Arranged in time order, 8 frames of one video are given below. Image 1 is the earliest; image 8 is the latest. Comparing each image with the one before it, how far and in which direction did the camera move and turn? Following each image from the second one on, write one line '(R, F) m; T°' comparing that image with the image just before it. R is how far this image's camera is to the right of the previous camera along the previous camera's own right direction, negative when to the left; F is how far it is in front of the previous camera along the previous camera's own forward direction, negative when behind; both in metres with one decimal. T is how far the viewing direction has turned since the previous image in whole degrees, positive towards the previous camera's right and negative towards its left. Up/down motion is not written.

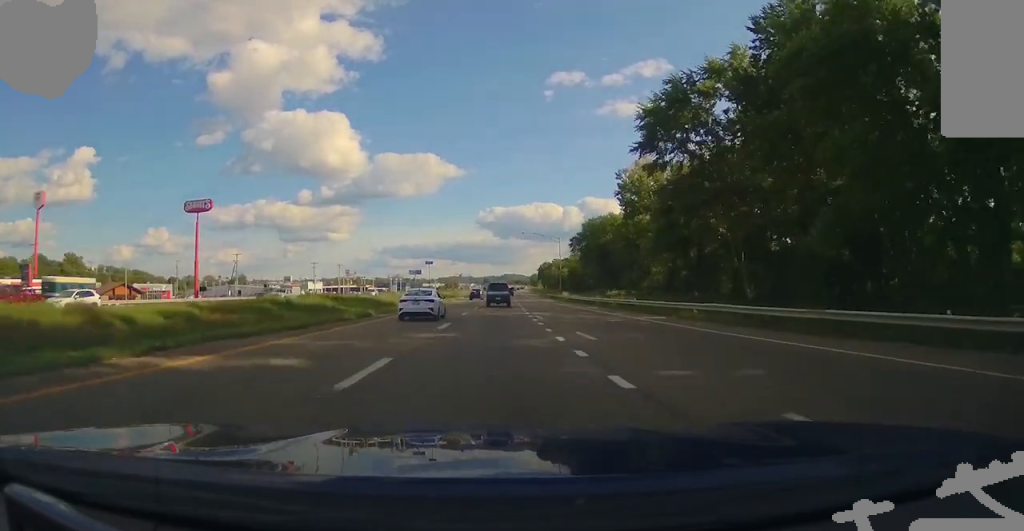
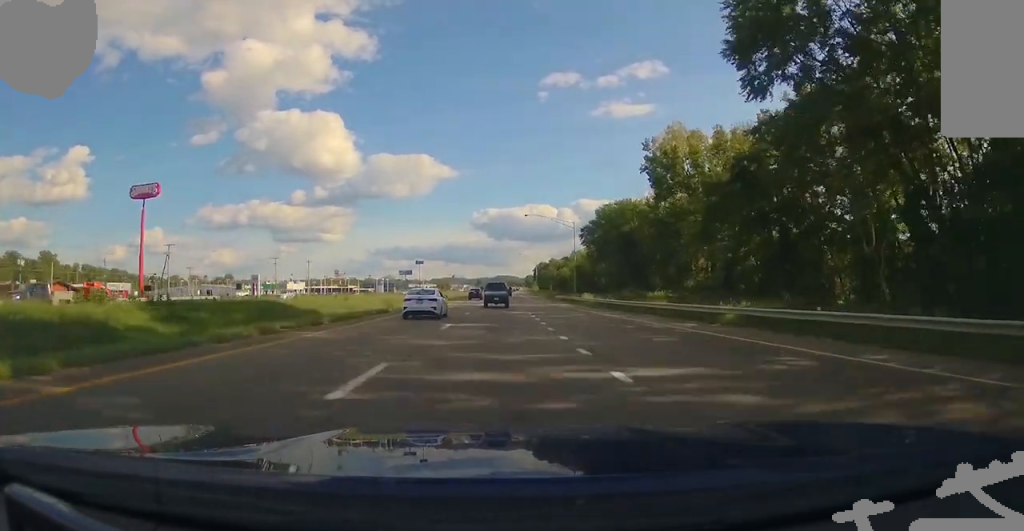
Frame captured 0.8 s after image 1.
(0.0, +25.1) m; 0°
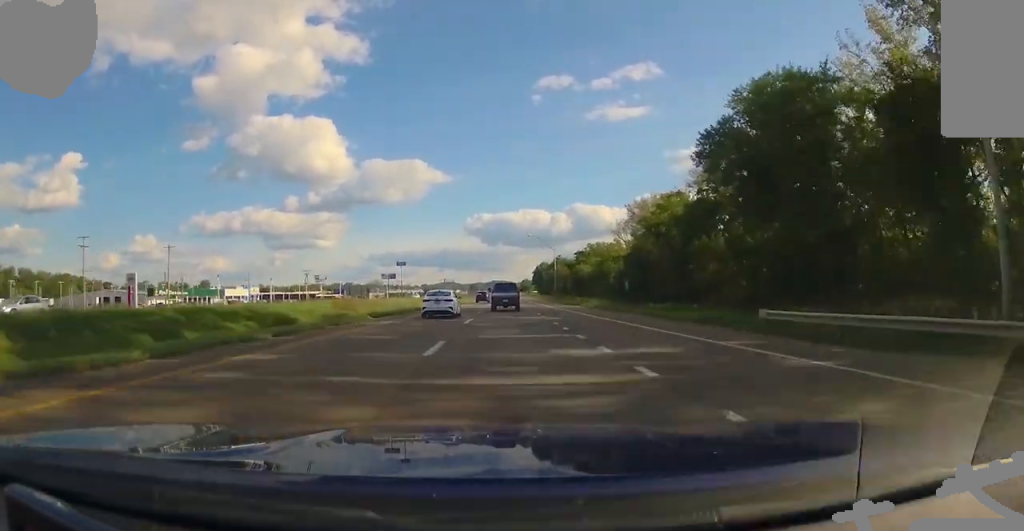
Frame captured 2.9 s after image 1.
(0.0, +68.8) m; 0°
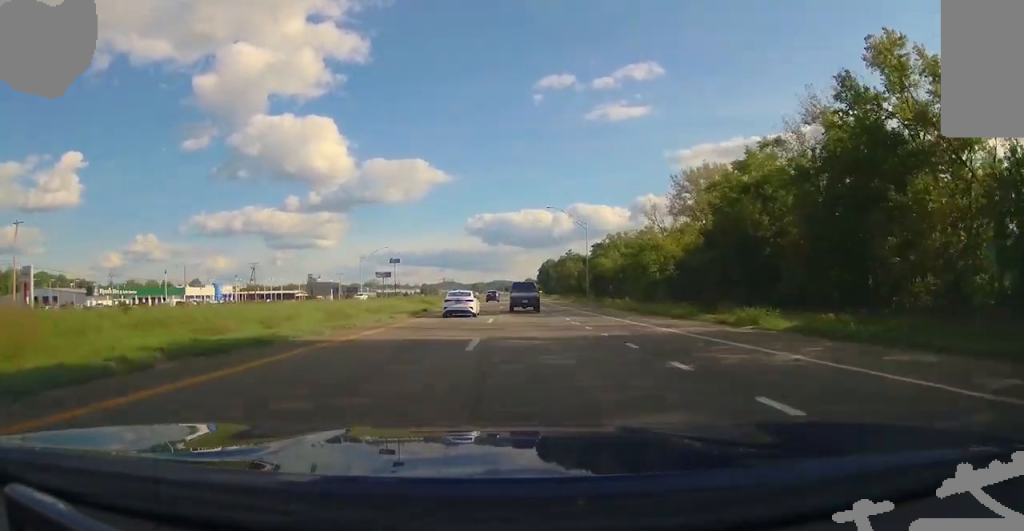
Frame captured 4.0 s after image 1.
(0.0, +35.8) m; 0°
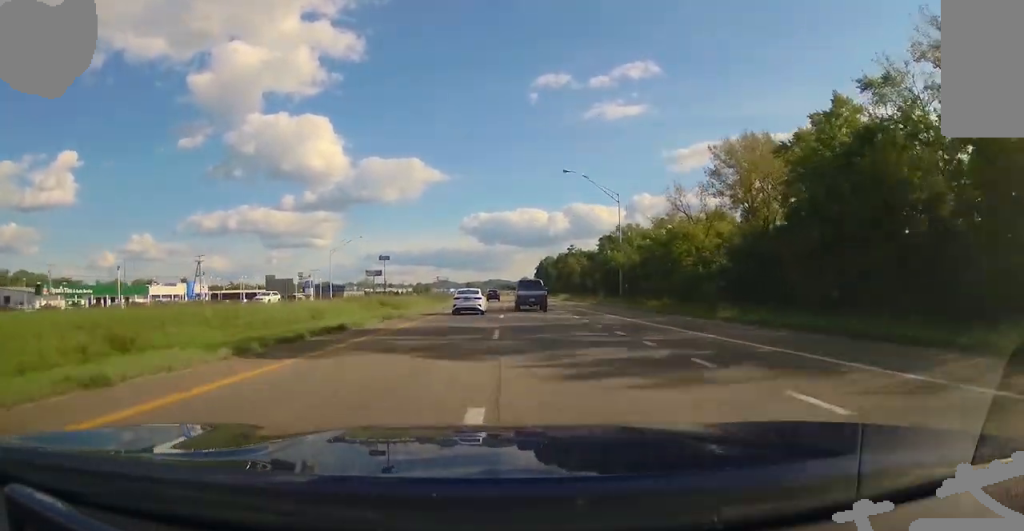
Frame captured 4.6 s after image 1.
(0.0, +21.6) m; 0°
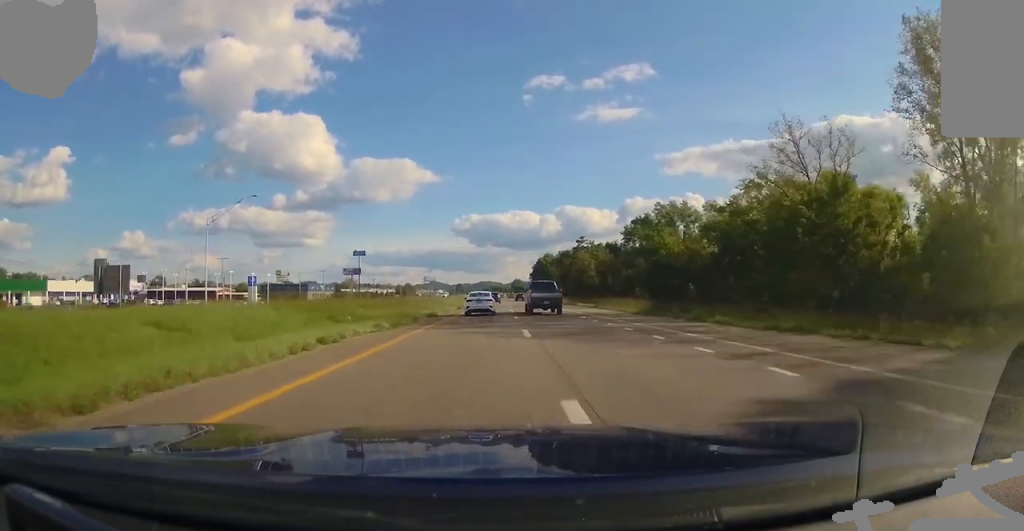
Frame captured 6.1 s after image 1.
(0.0, +48.5) m; +1°
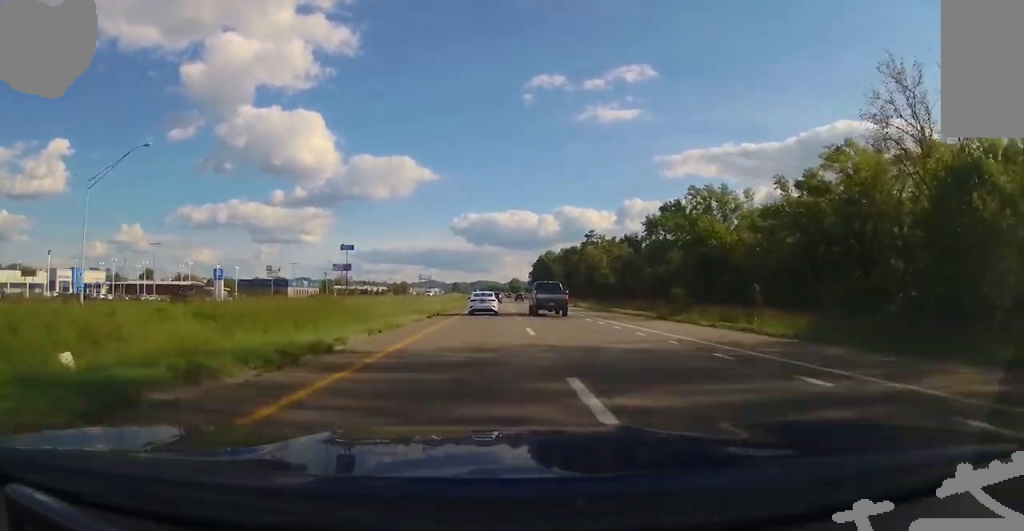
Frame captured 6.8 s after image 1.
(+0.2, +22.7) m; +1°
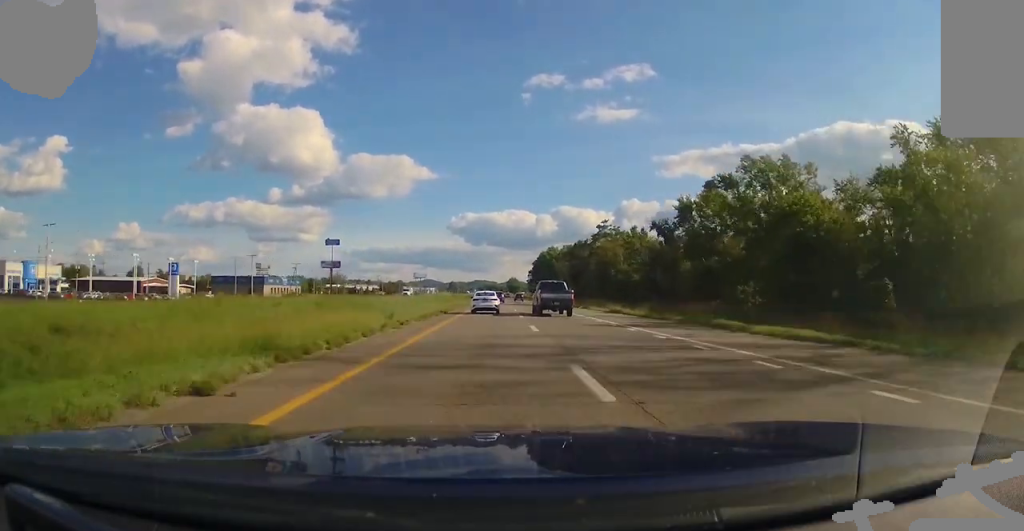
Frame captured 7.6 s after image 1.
(+0.4, +23.7) m; +1°
